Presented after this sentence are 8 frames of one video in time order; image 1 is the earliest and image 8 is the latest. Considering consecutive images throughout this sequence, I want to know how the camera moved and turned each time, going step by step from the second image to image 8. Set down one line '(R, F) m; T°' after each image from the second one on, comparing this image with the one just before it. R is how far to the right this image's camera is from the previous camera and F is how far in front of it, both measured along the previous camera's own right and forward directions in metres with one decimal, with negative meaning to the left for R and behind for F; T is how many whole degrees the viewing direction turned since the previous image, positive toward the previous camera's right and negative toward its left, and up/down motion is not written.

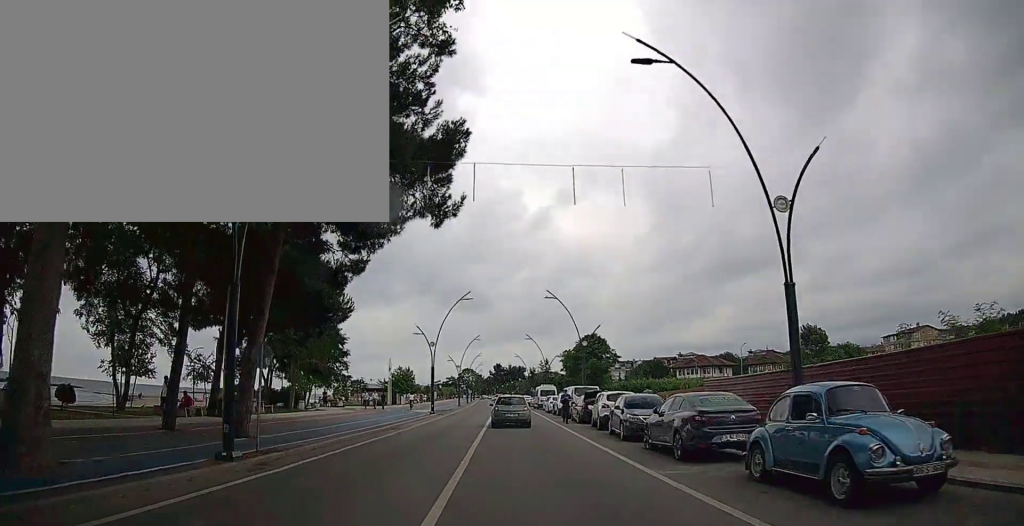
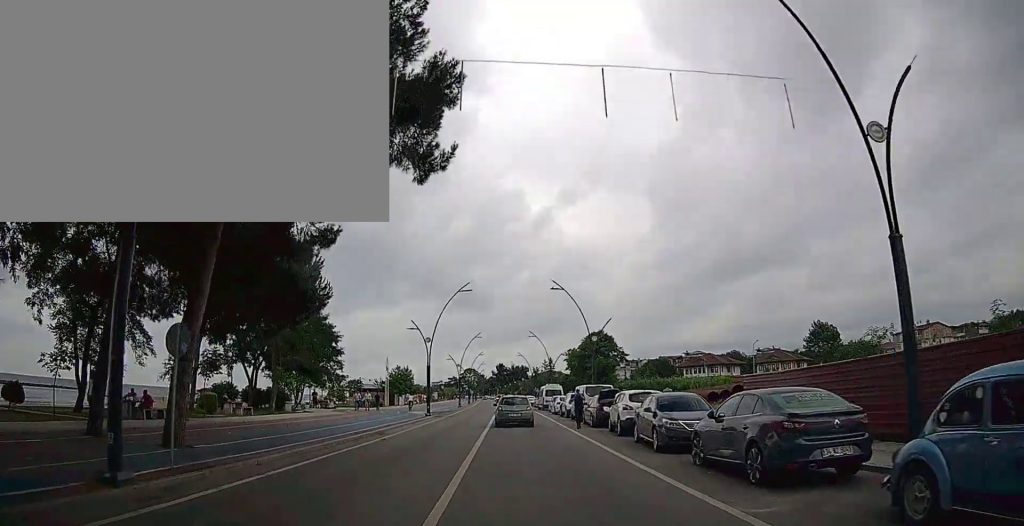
(0.0, +4.0) m; 0°
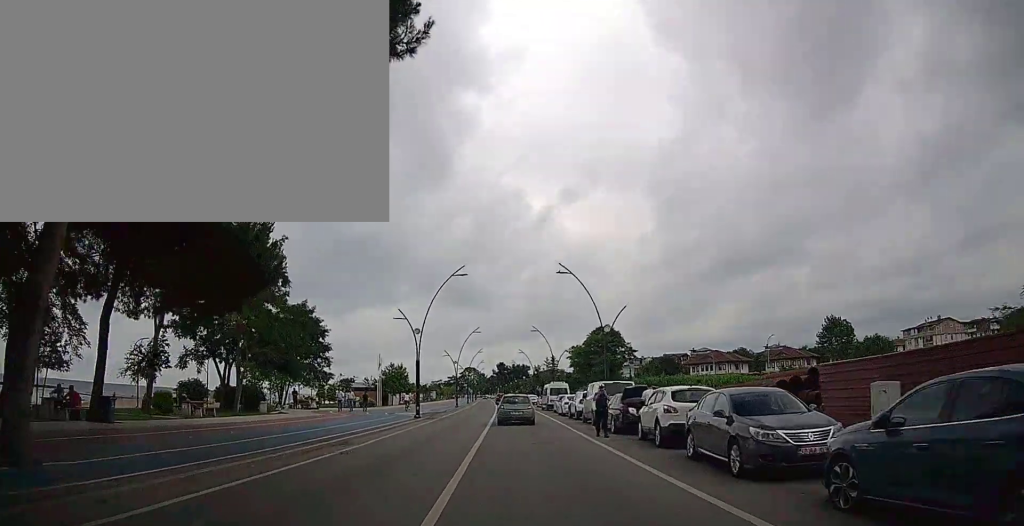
(0.0, +5.0) m; 0°
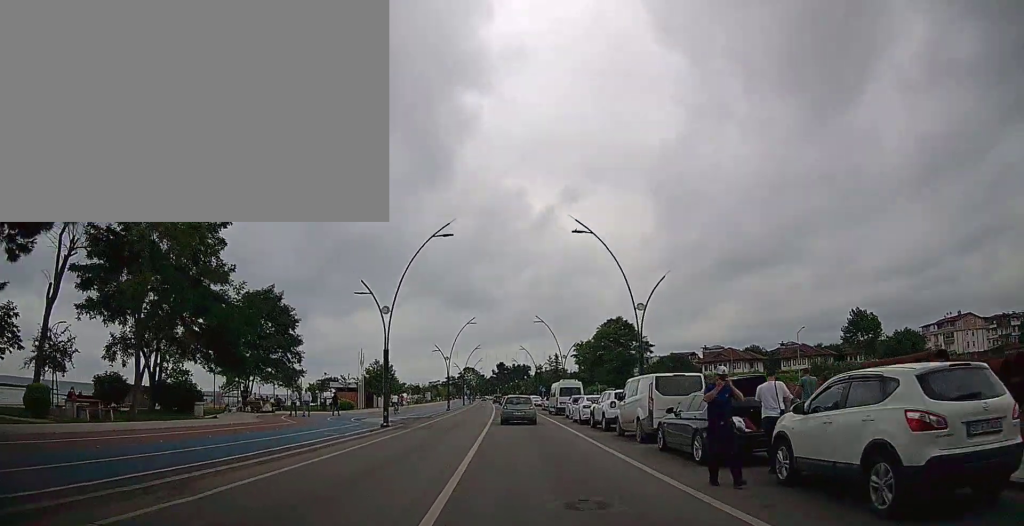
(+0.1, +9.3) m; +1°
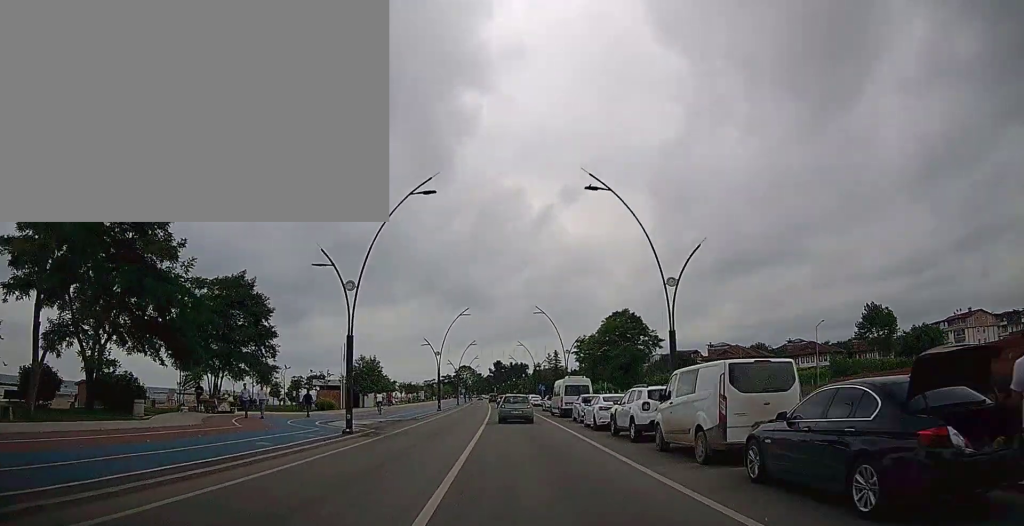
(+0.2, +5.8) m; 0°
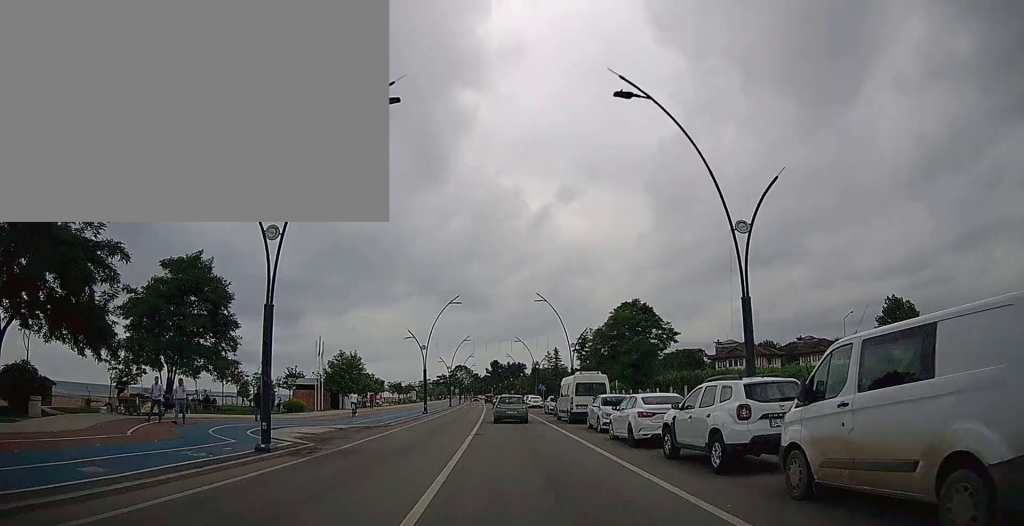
(-0.1, +7.2) m; -2°
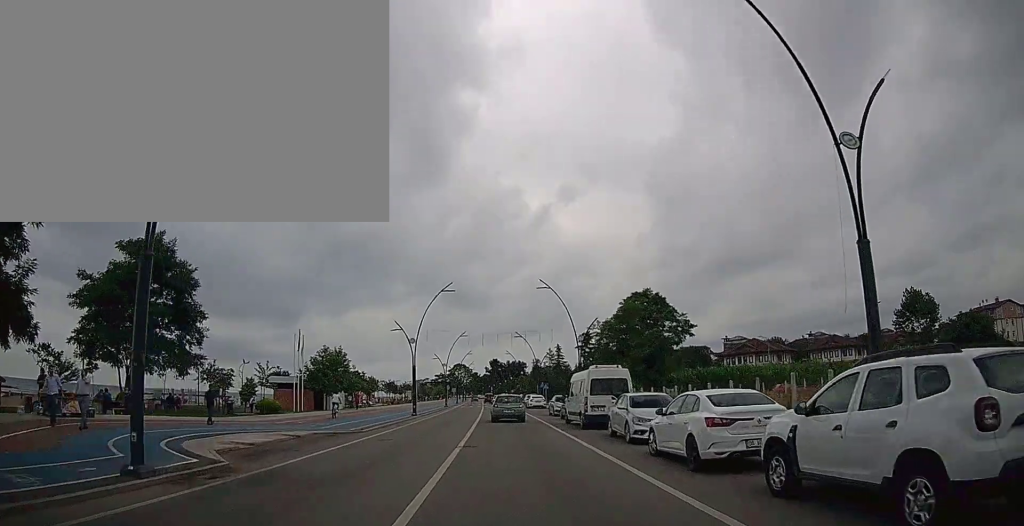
(0.0, +5.3) m; -1°
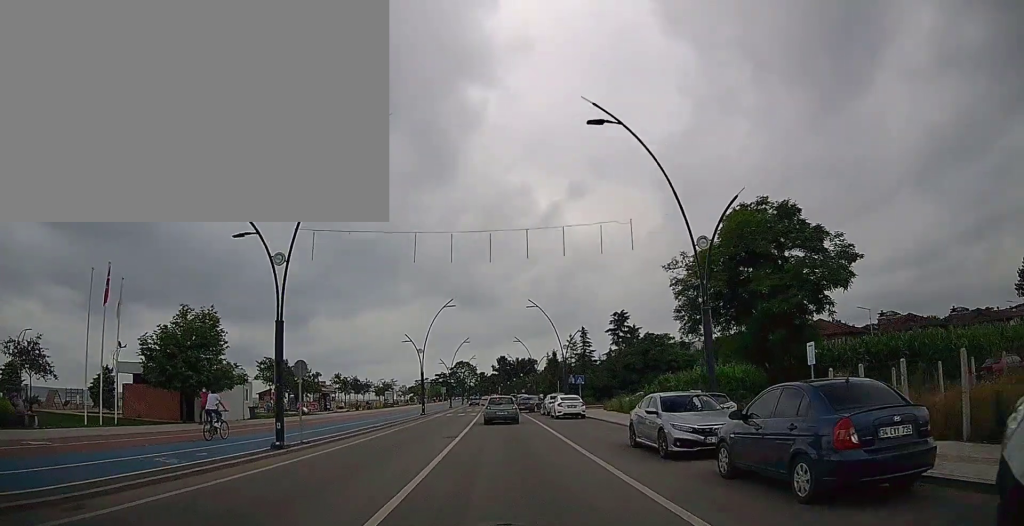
(-0.1, +25.9) m; -1°
